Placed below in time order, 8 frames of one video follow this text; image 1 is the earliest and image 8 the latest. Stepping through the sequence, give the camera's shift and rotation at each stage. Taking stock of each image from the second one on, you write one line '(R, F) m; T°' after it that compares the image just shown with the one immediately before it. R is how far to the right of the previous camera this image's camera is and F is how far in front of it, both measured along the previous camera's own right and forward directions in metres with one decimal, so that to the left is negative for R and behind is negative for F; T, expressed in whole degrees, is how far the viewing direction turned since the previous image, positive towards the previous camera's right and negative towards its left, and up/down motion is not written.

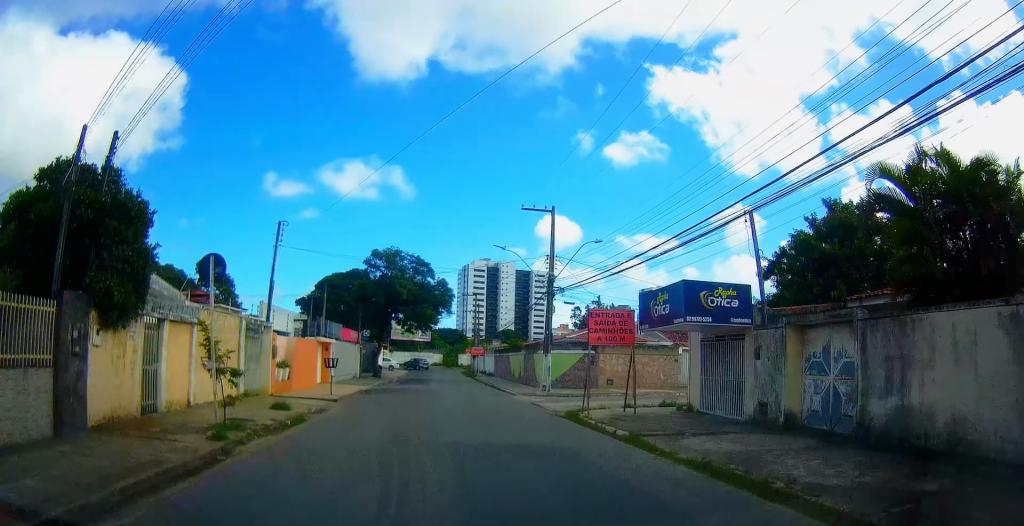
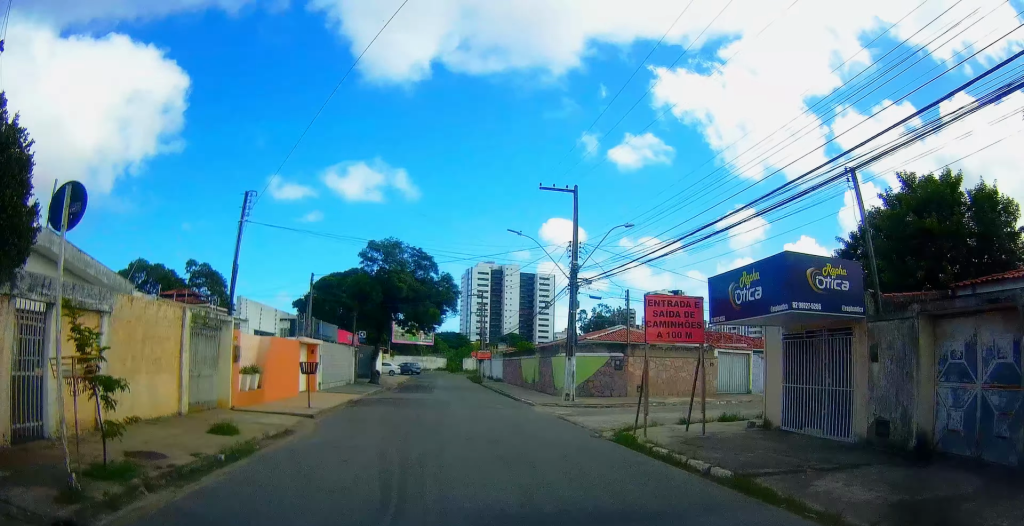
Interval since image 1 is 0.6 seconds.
(-0.1, +5.7) m; -1°
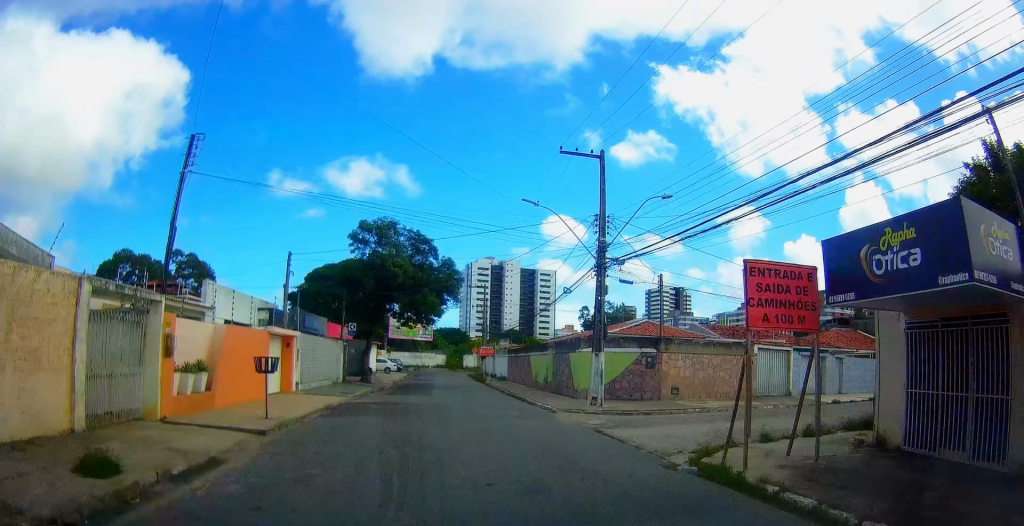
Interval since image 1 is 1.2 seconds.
(-0.1, +5.3) m; -1°
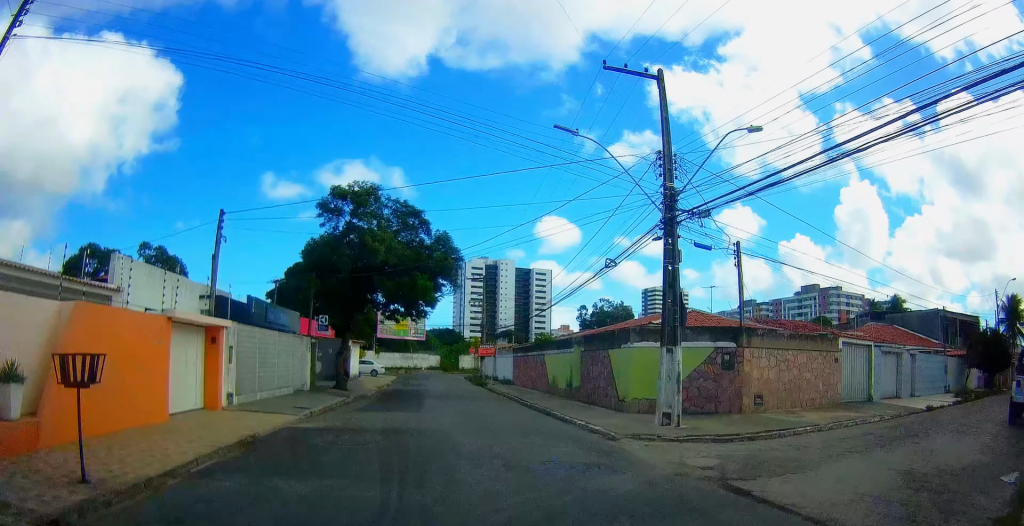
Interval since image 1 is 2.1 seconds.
(0.0, +6.0) m; 0°
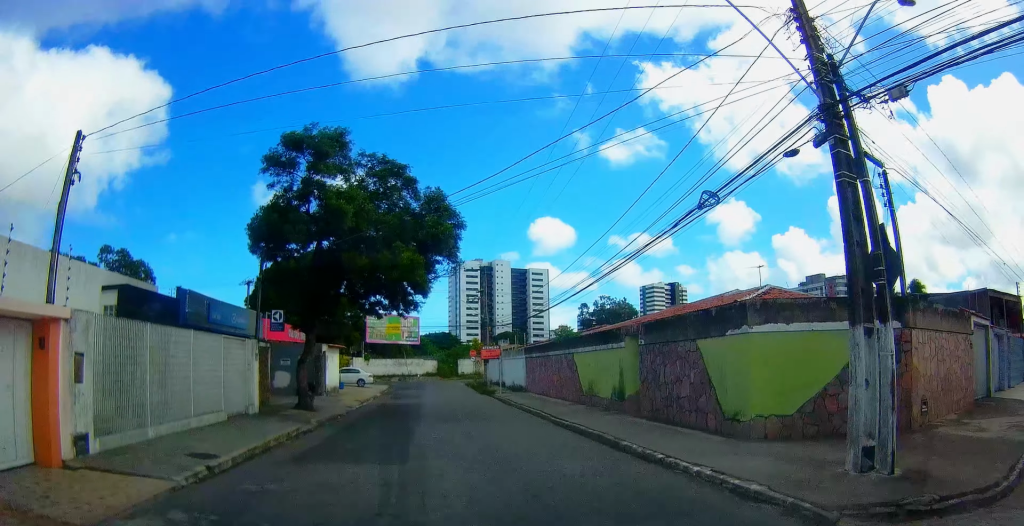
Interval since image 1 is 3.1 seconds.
(0.0, +6.2) m; 0°
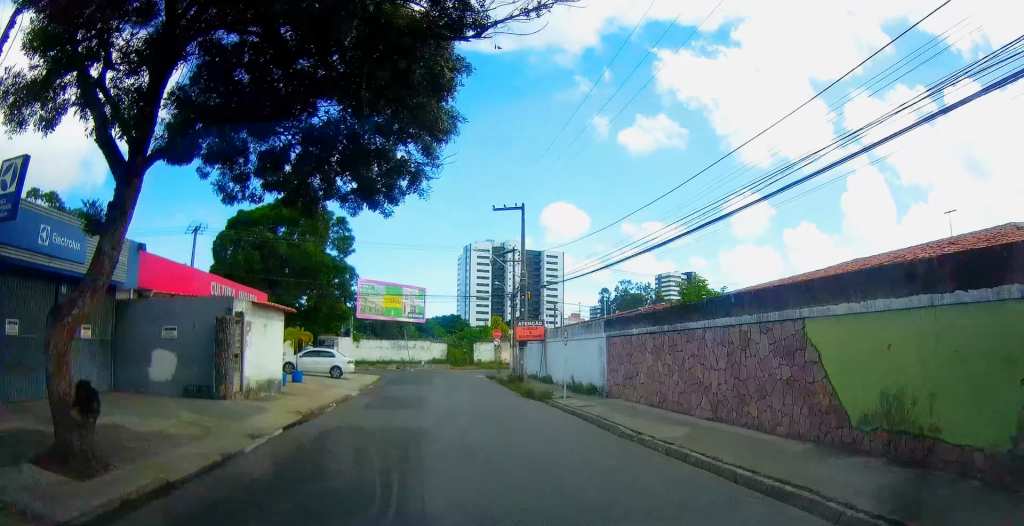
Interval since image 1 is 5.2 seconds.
(0.0, +13.0) m; 0°
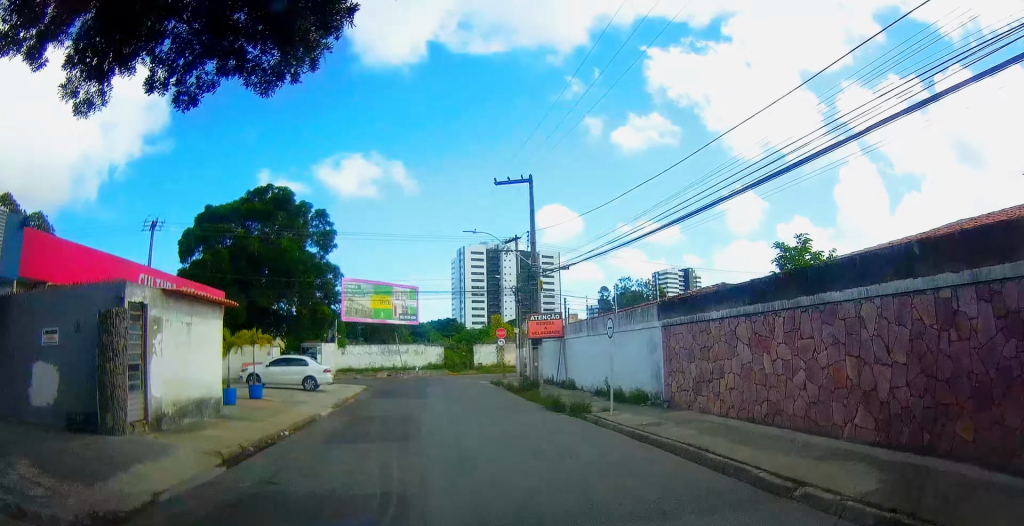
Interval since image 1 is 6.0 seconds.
(0.0, +4.9) m; 0°
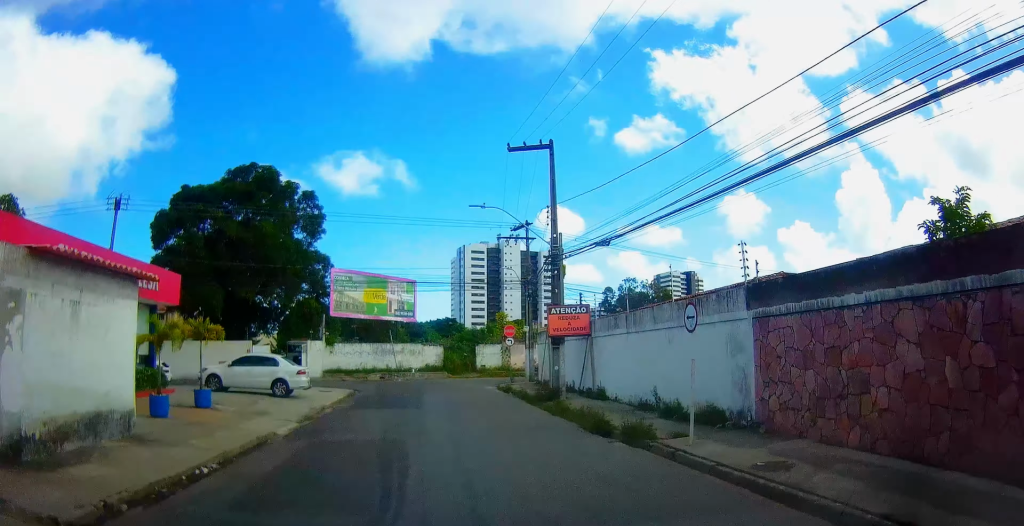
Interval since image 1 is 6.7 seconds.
(0.0, +4.1) m; 0°
